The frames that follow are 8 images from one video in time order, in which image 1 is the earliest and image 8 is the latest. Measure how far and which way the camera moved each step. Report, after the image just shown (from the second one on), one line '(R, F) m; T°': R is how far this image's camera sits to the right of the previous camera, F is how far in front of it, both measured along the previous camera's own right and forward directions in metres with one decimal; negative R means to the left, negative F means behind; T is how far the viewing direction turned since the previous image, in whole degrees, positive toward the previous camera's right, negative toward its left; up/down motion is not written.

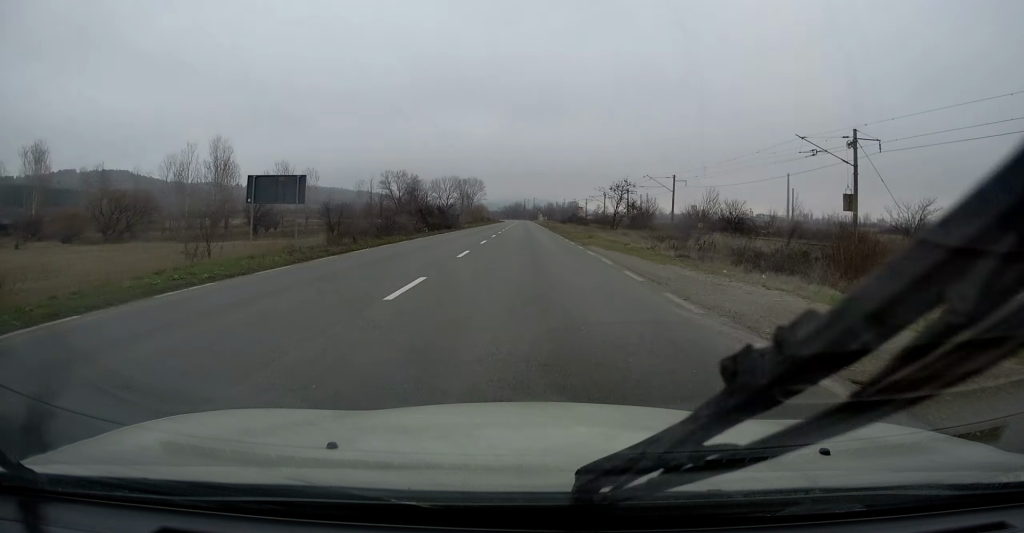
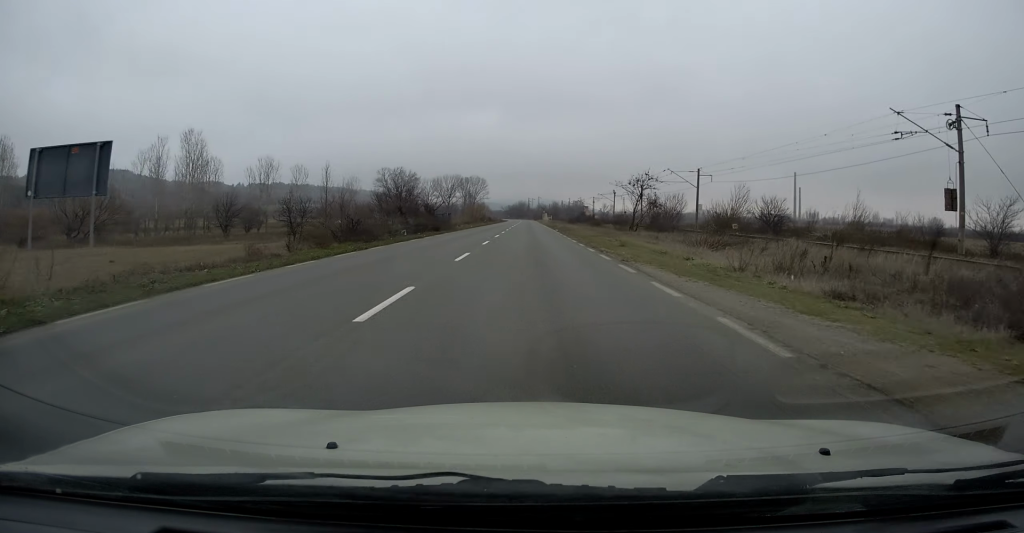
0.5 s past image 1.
(0.0, +10.4) m; 0°
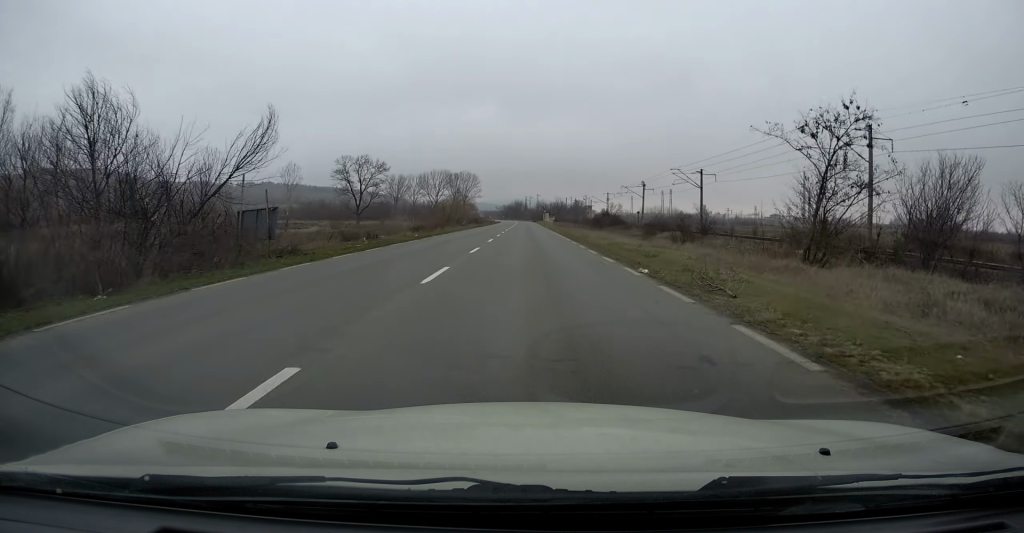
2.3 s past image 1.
(-0.2, +41.8) m; 0°
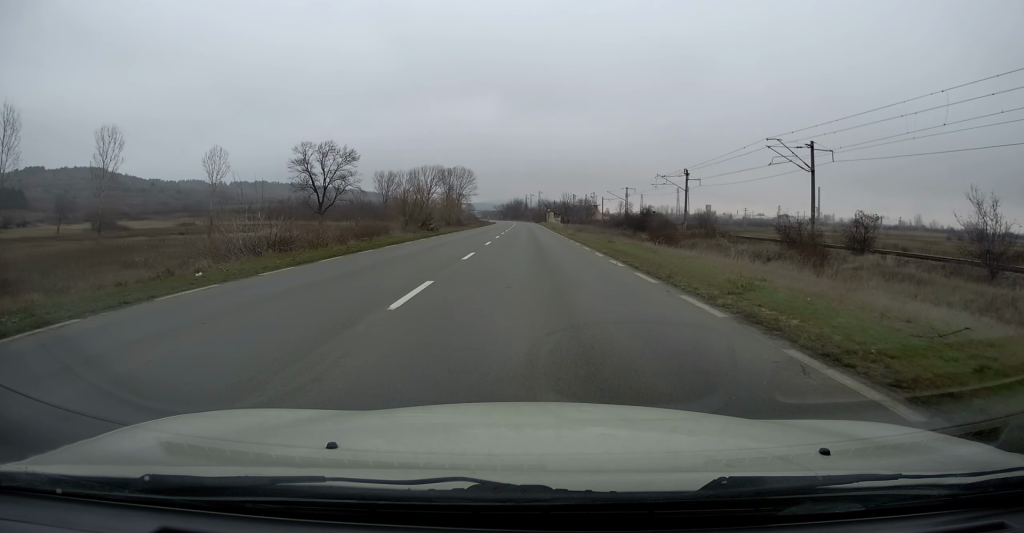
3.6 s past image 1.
(+0.3, +32.2) m; 0°
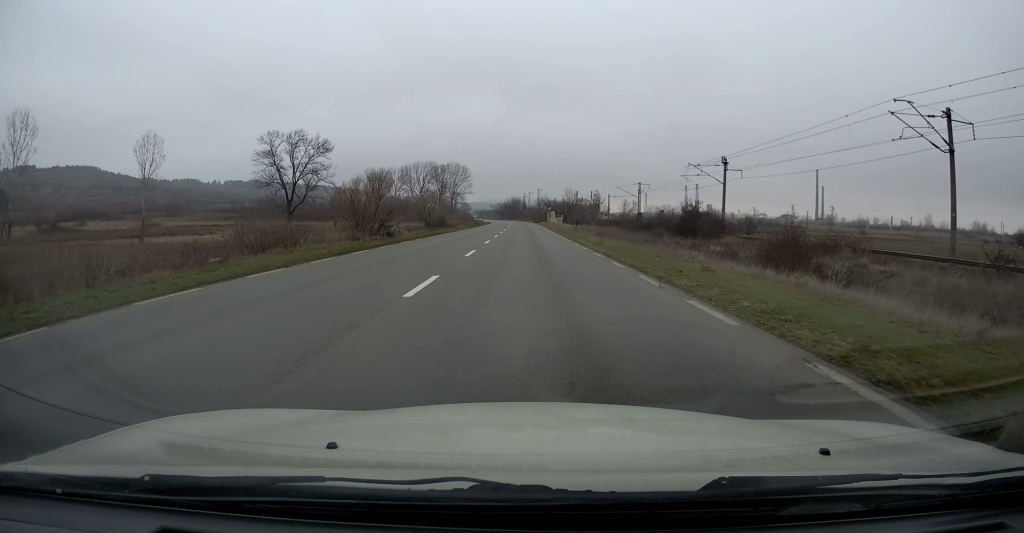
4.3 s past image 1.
(0.0, +16.2) m; 0°
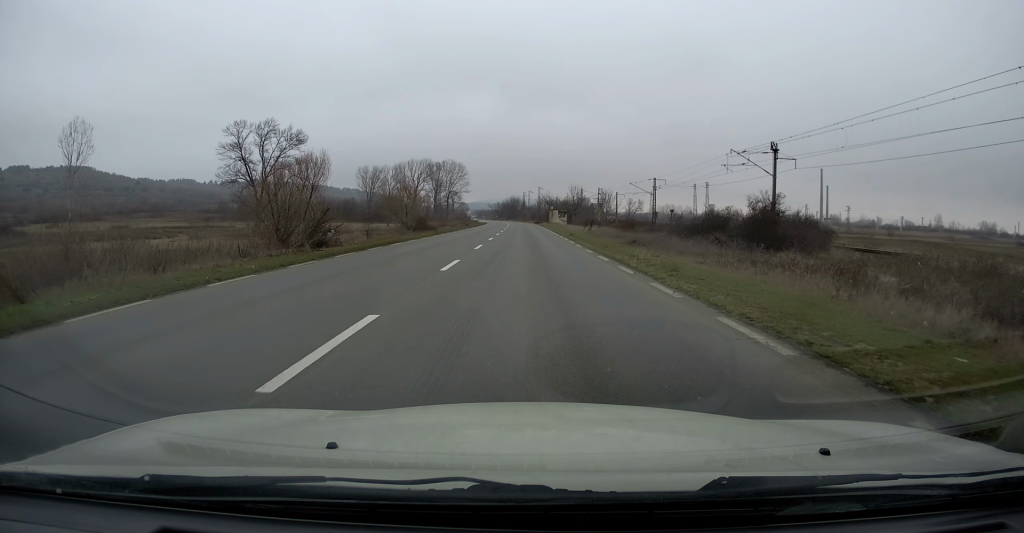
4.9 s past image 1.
(0.0, +12.7) m; 0°
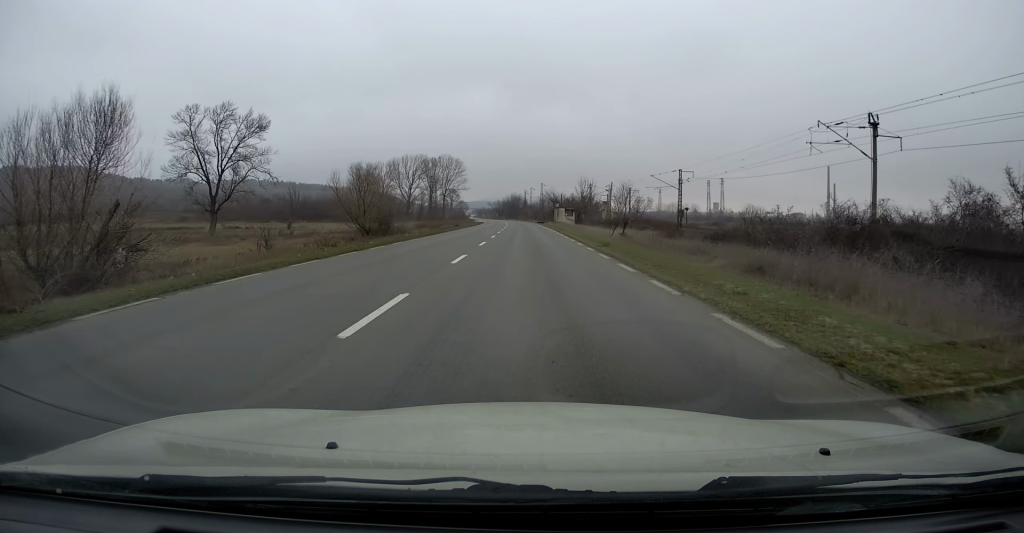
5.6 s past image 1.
(0.0, +14.9) m; -1°
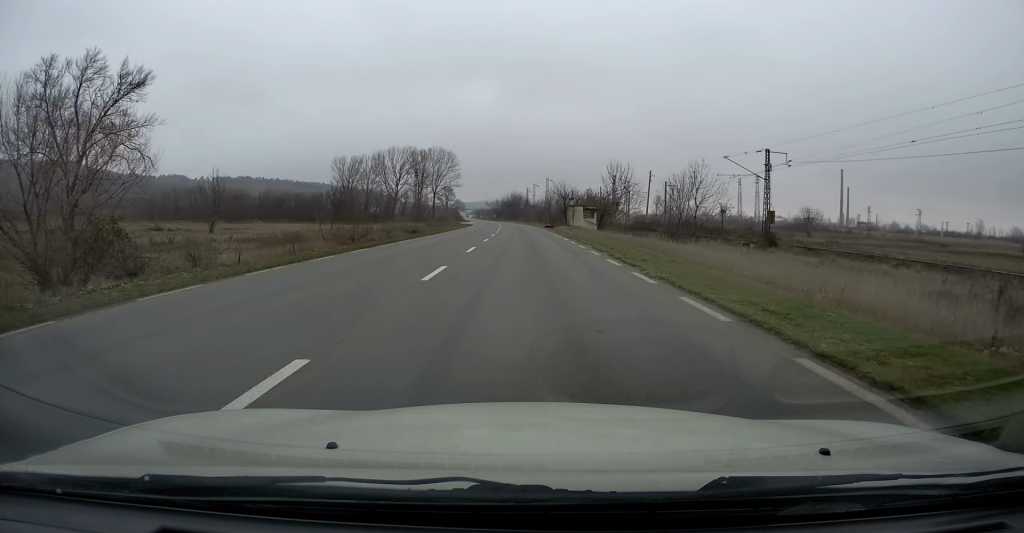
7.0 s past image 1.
(-0.2, +30.3) m; 0°
